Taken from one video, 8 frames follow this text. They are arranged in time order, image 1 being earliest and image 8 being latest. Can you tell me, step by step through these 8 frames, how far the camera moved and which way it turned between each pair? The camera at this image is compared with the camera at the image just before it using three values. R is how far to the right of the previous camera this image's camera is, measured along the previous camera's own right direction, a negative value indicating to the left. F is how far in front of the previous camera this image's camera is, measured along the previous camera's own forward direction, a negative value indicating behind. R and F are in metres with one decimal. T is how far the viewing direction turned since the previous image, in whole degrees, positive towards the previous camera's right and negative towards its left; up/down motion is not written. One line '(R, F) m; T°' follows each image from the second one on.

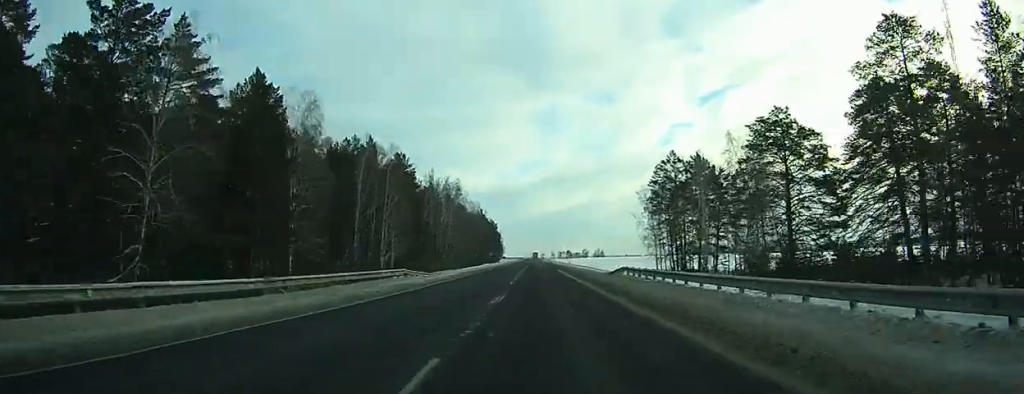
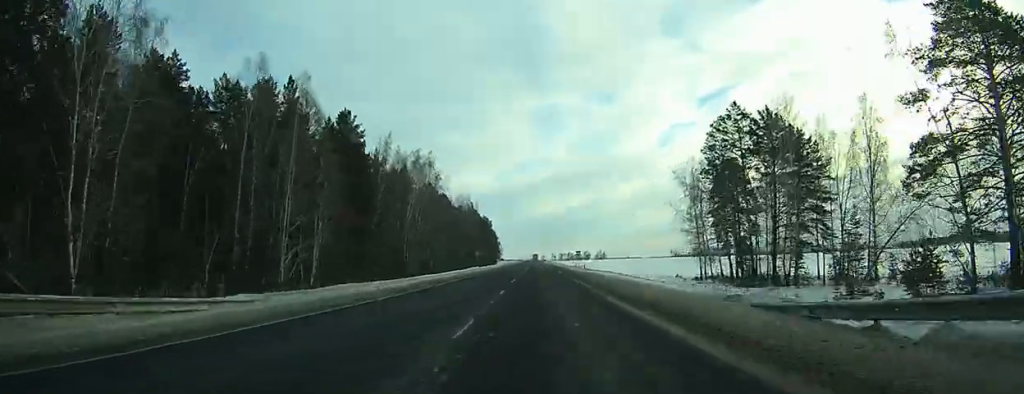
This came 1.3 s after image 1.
(0.0, +30.3) m; 0°
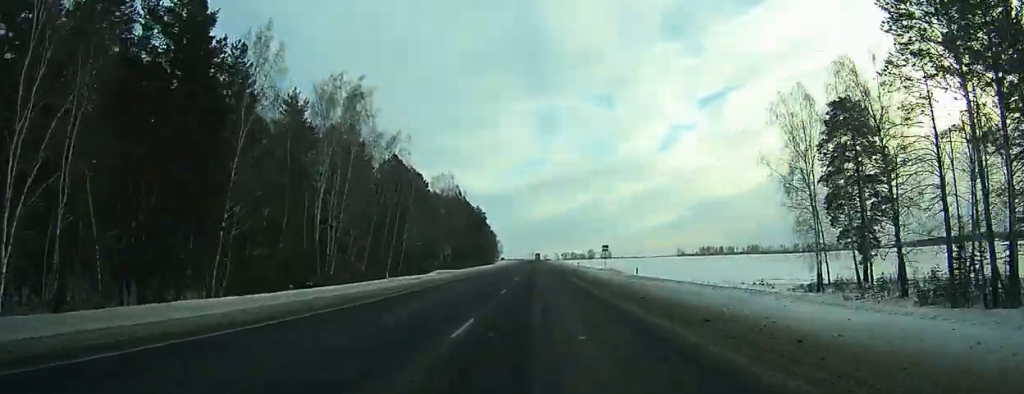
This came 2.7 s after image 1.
(+0.3, +36.2) m; 0°
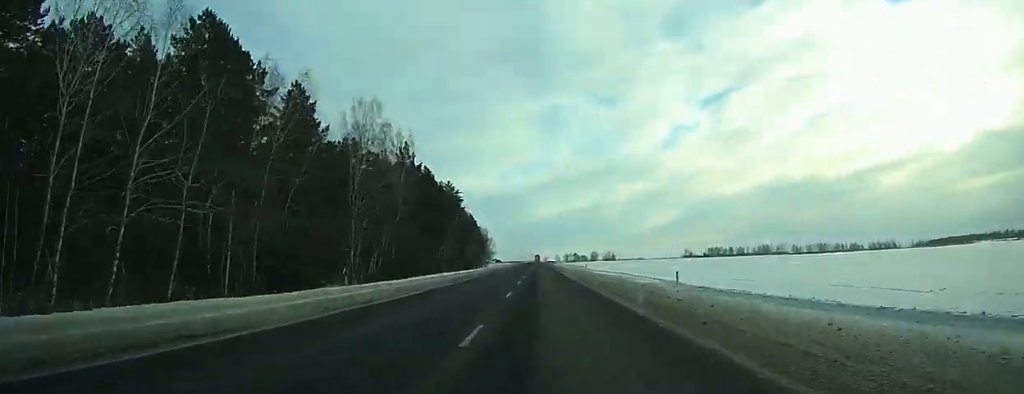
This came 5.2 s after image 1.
(-0.2, +66.2) m; 0°
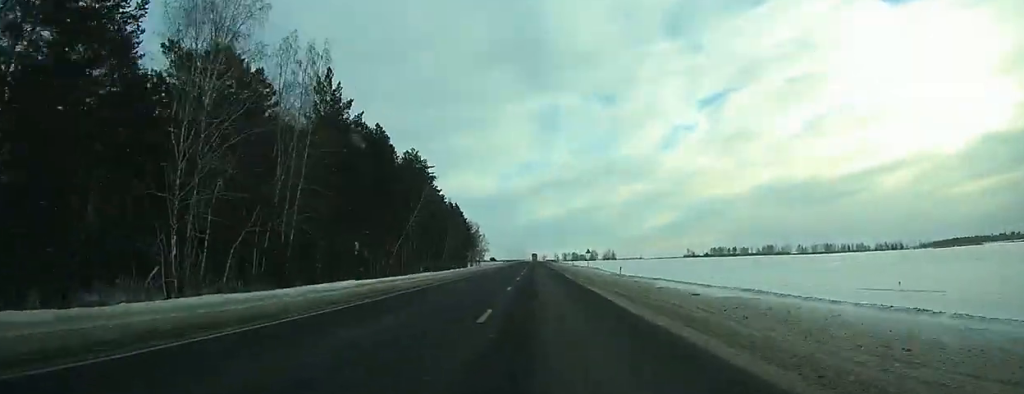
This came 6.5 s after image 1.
(0.0, +37.2) m; 0°
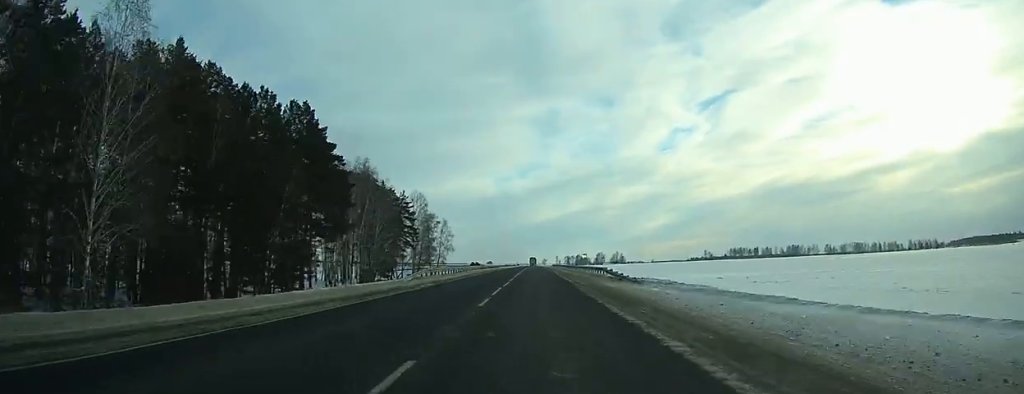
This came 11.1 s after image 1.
(+0.6, +115.7) m; 0°
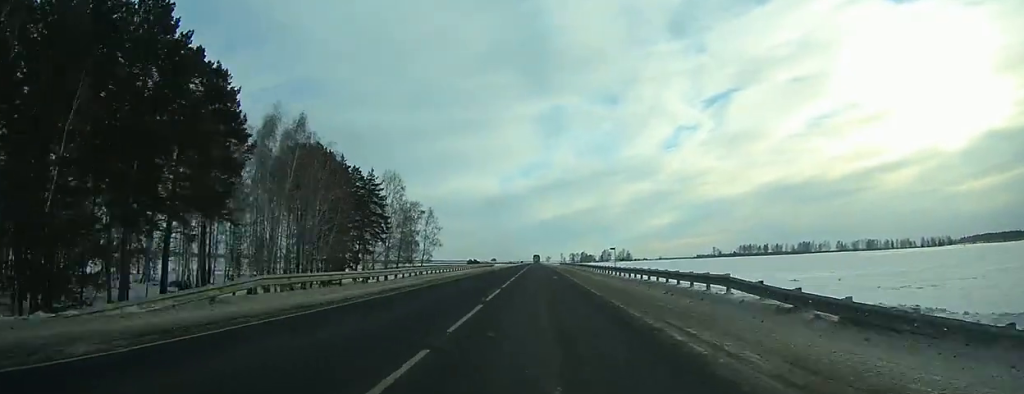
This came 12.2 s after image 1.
(0.0, +25.0) m; 0°
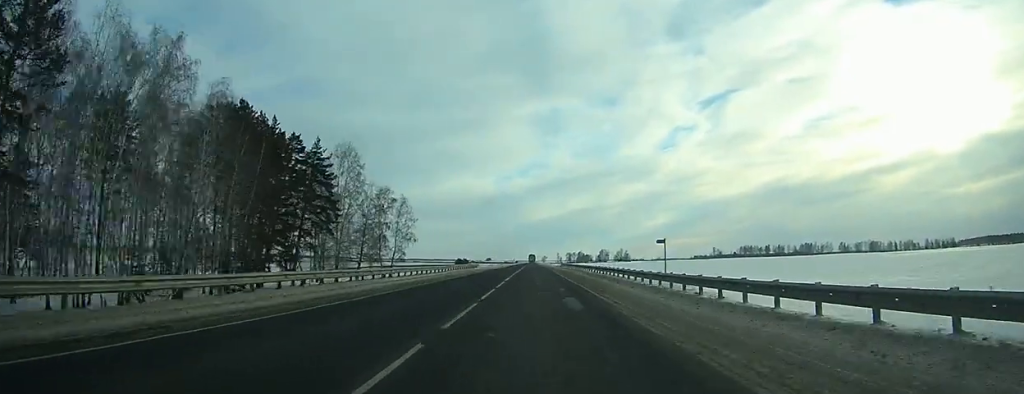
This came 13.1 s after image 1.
(0.0, +23.3) m; 0°
